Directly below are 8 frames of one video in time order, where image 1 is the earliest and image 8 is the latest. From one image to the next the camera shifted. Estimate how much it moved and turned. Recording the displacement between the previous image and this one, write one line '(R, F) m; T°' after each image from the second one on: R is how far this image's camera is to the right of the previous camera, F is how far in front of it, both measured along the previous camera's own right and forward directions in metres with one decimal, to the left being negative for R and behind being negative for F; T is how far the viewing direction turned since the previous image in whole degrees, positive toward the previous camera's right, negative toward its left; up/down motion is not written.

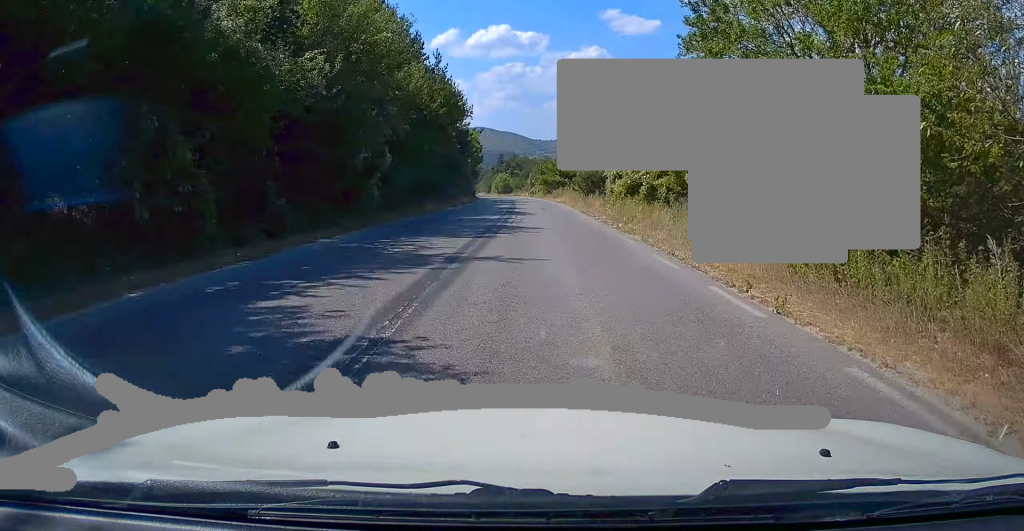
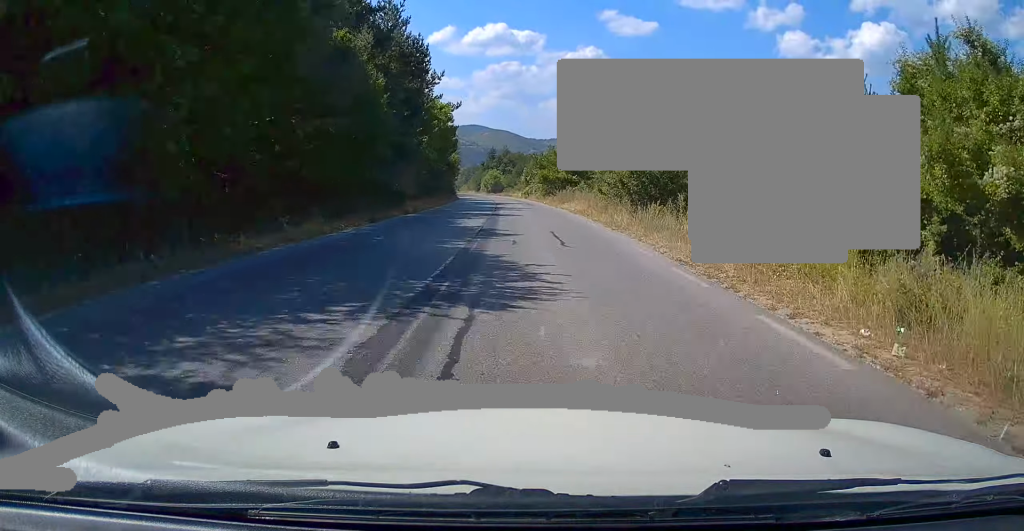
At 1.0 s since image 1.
(0.0, +22.0) m; -1°
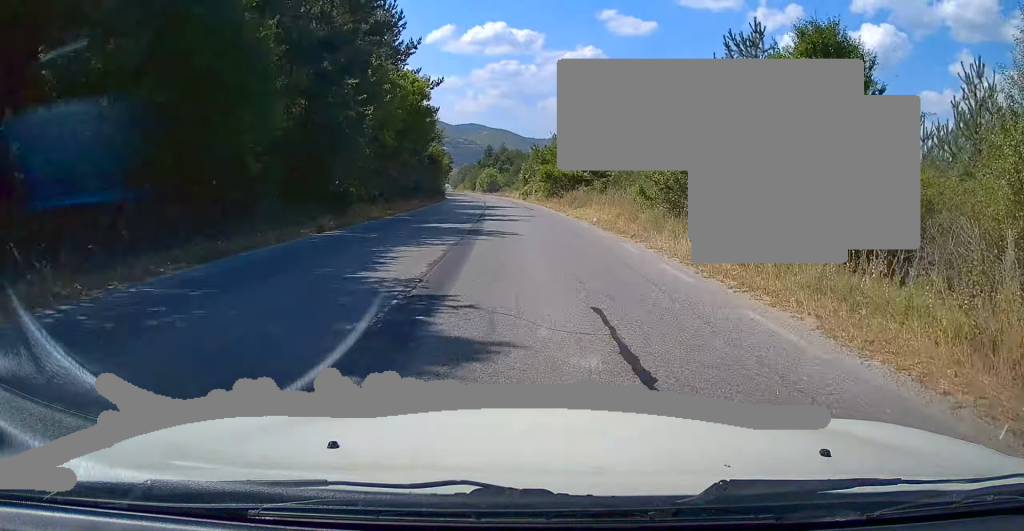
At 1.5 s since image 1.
(0.0, +11.8) m; -1°
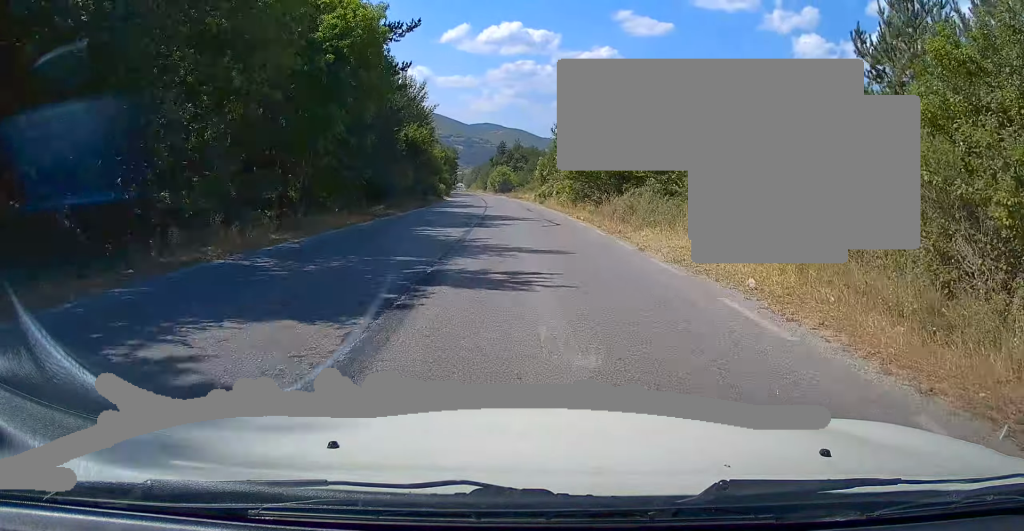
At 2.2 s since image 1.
(-0.5, +15.5) m; -1°
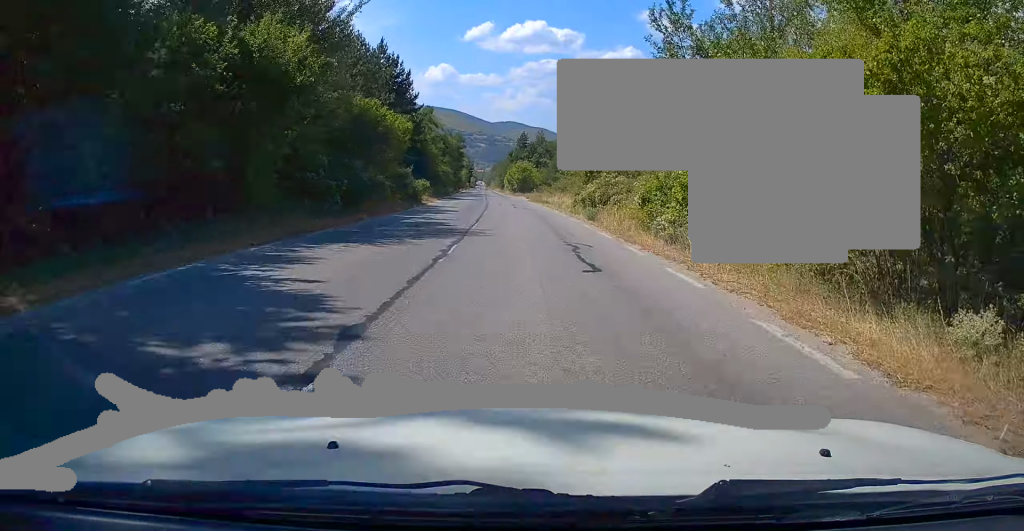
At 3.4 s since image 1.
(-0.1, +25.3) m; 0°
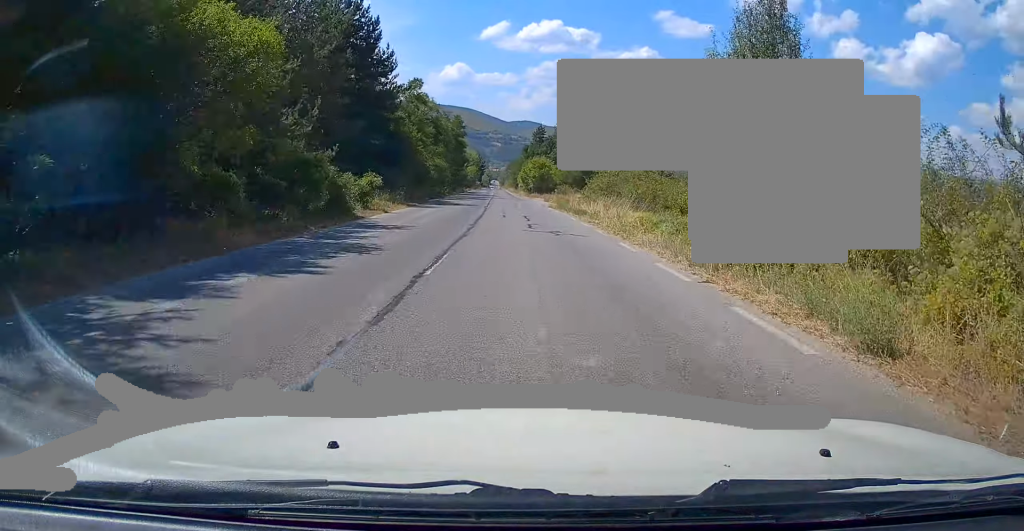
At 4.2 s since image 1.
(0.0, +19.5) m; 0°
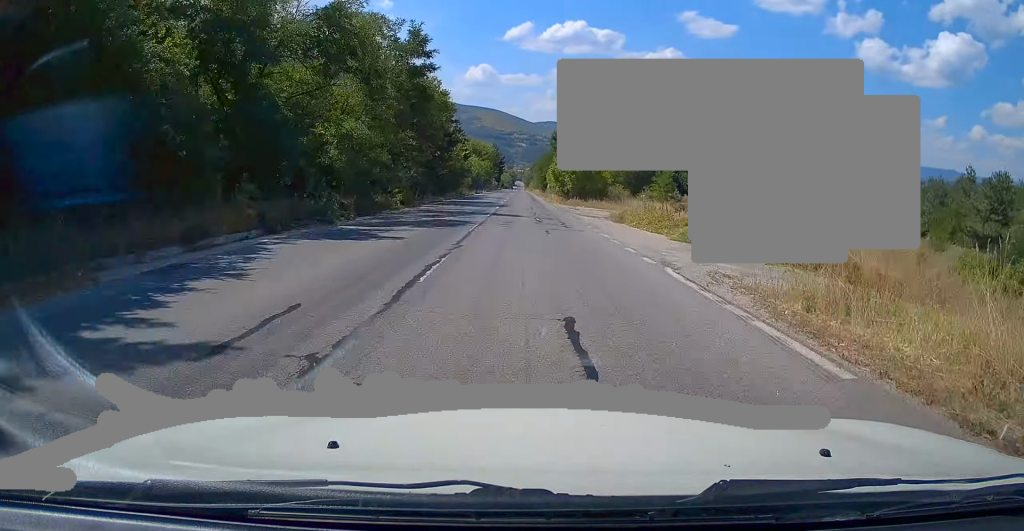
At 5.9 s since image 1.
(0.0, +36.9) m; 0°
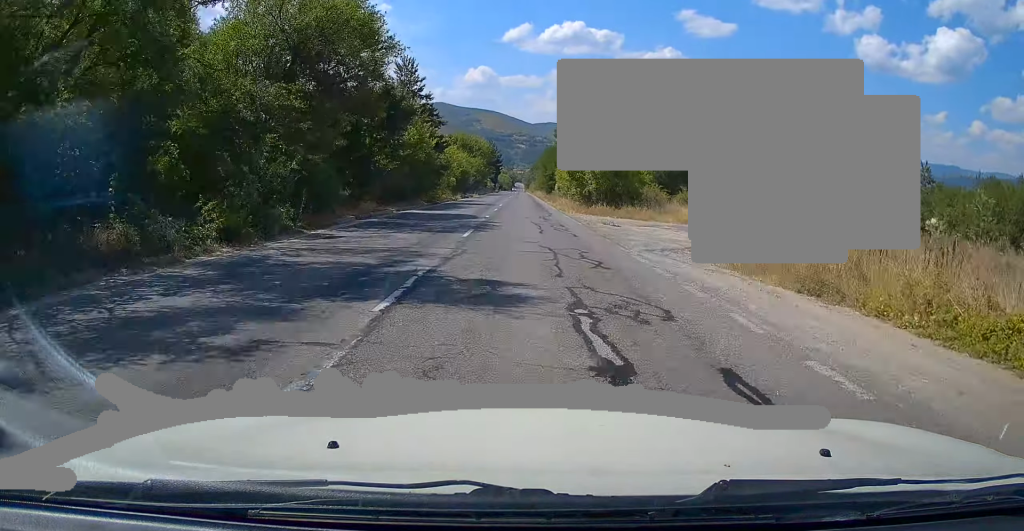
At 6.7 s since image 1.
(0.0, +19.8) m; 0°
